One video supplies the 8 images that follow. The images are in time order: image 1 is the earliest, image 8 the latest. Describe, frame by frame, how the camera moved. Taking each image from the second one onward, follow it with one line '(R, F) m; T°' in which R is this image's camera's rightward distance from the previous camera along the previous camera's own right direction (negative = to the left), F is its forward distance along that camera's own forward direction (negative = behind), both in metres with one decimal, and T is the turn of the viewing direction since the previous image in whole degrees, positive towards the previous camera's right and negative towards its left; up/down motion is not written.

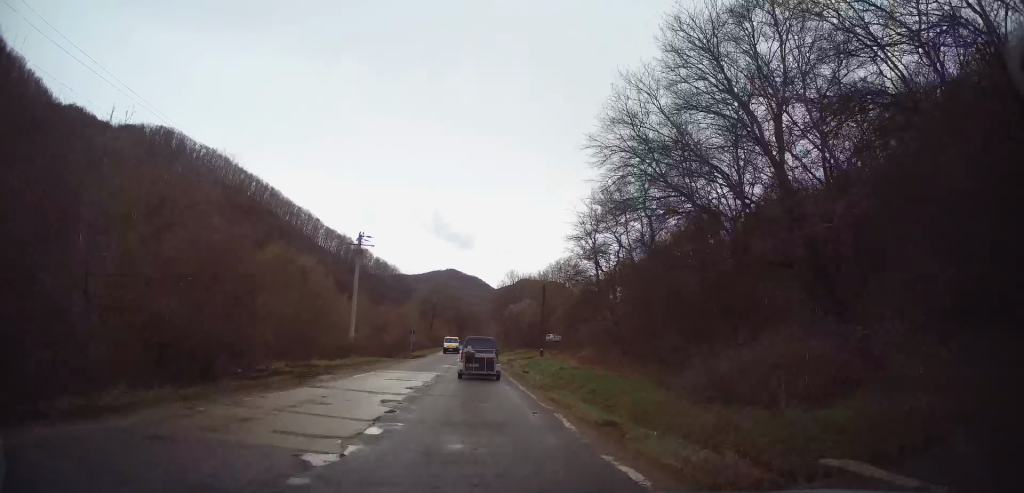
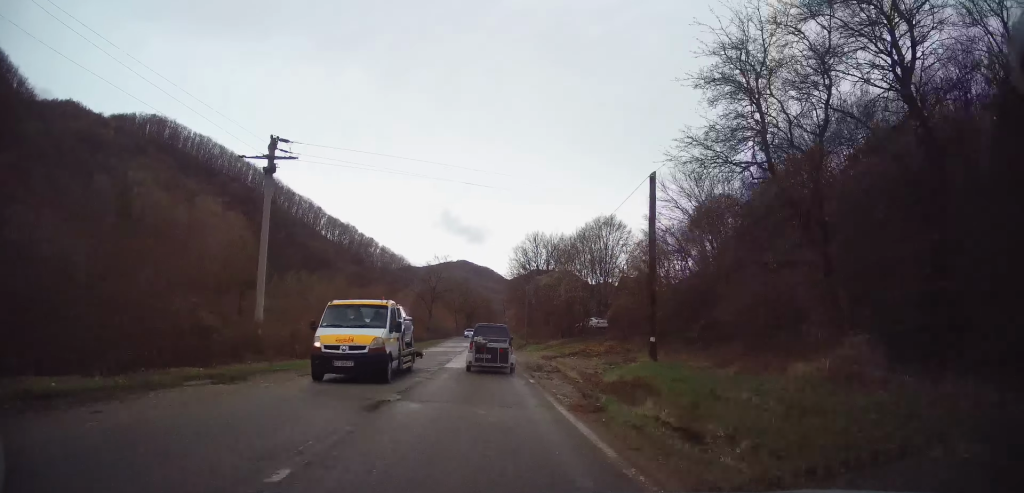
(-0.8, +24.3) m; -1°
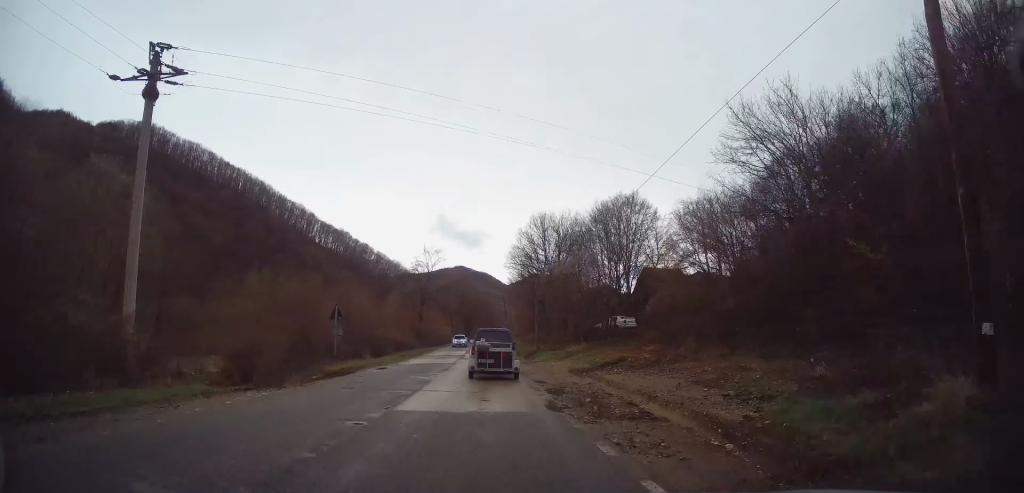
(+0.2, +11.2) m; 0°
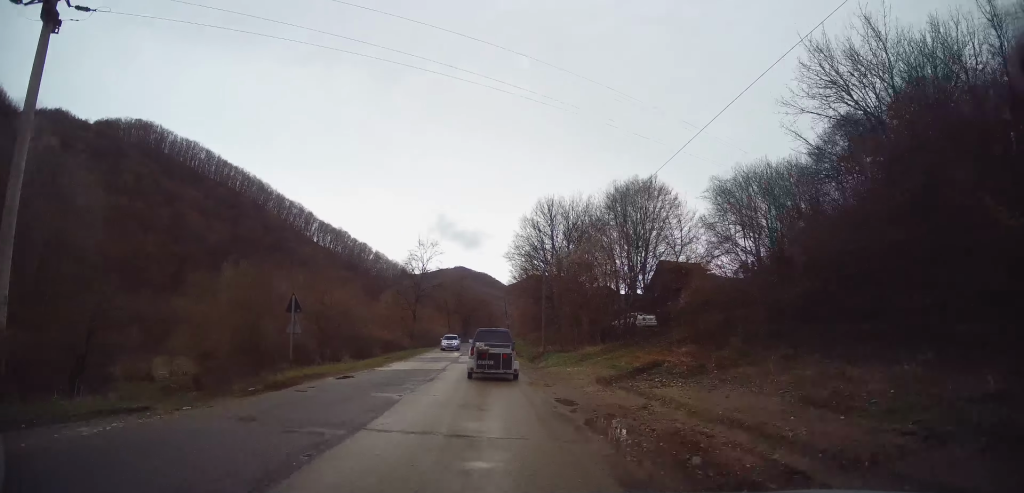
(-0.1, +5.9) m; -1°
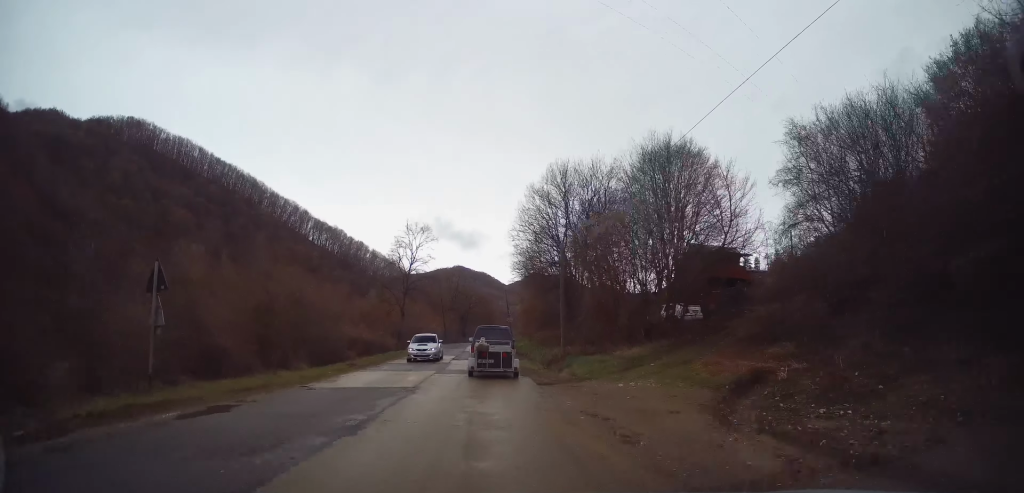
(0.0, +9.1) m; +1°
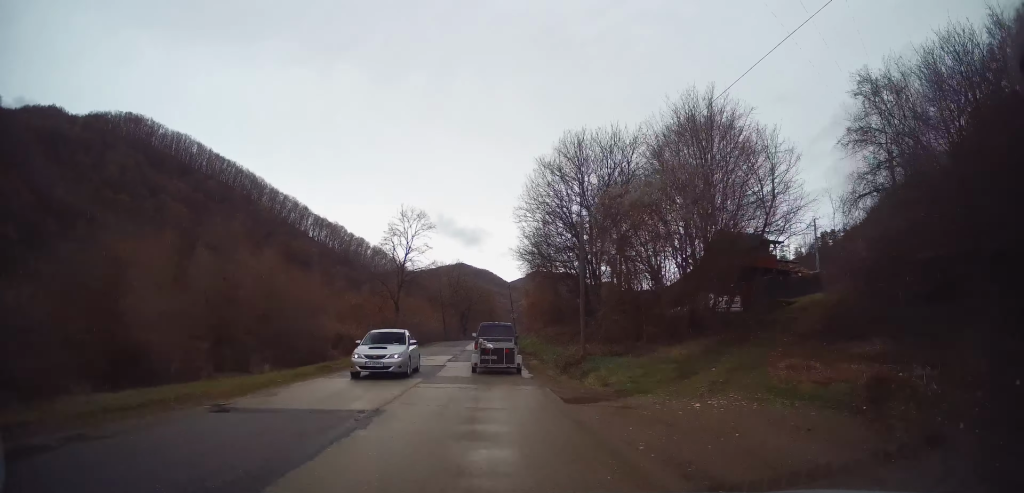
(+0.1, +5.2) m; -2°
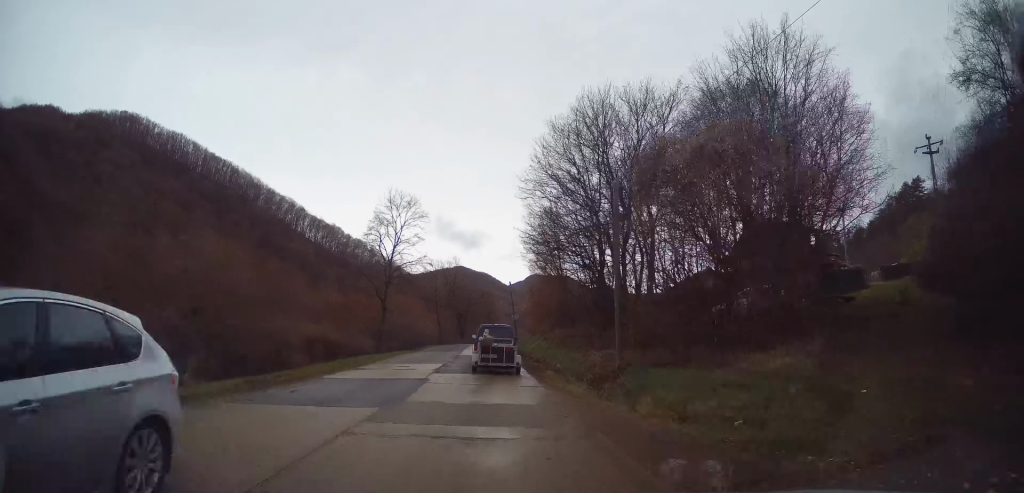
(-0.1, +6.4) m; -1°
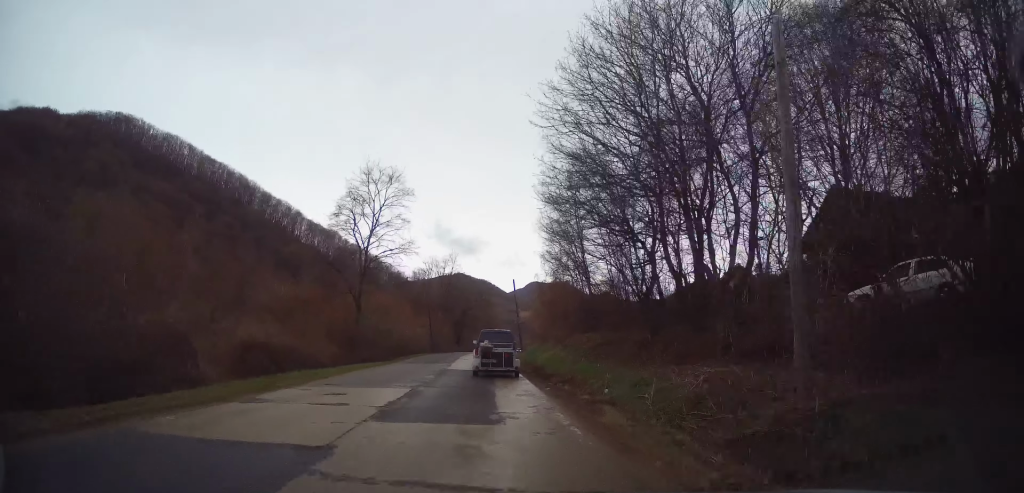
(-0.1, +9.9) m; +1°
